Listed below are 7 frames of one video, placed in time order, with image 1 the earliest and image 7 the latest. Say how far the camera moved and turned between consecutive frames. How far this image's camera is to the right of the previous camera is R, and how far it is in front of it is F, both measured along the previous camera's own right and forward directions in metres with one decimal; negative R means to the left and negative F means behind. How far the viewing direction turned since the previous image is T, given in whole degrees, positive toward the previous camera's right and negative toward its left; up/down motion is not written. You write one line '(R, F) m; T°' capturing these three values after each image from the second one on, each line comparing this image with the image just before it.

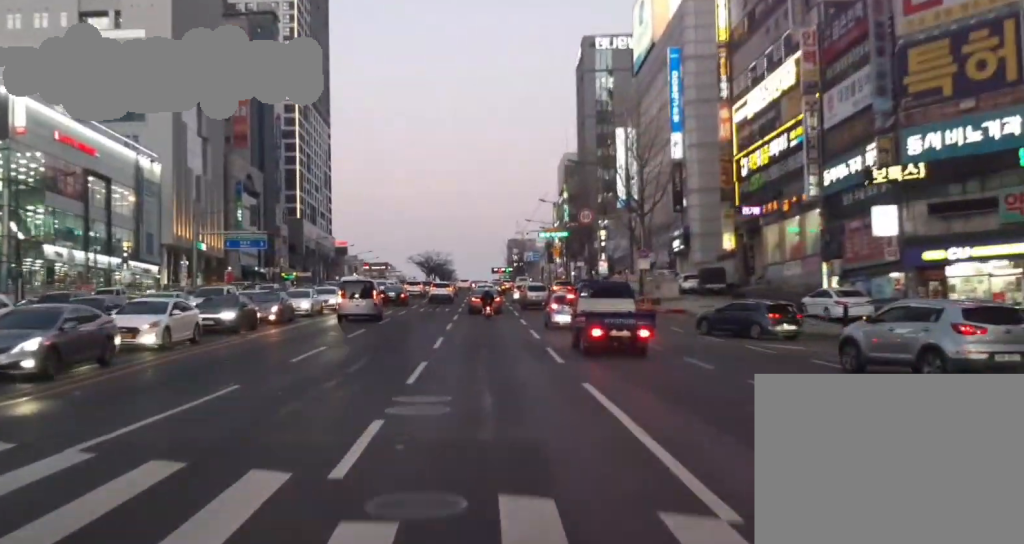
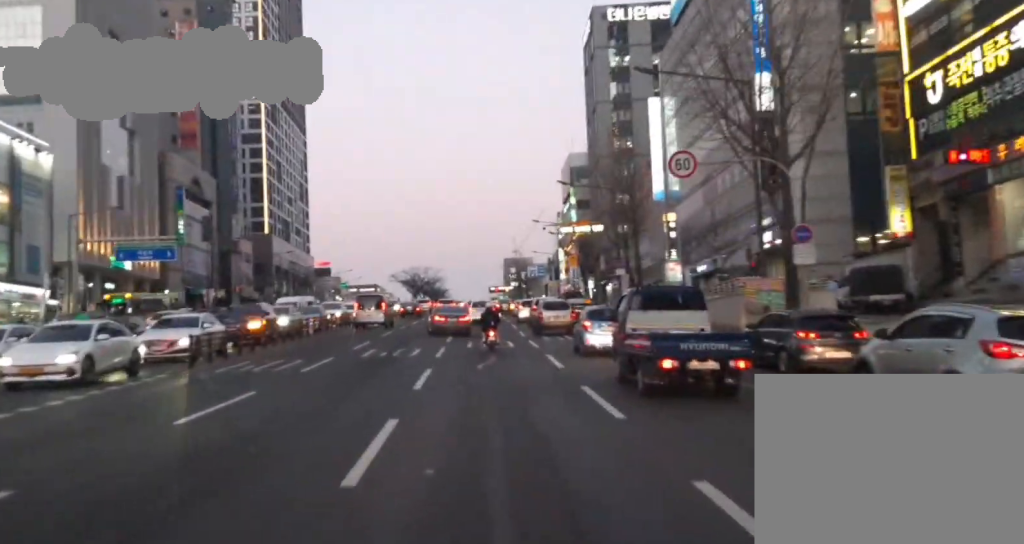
(-1.7, +27.3) m; -4°
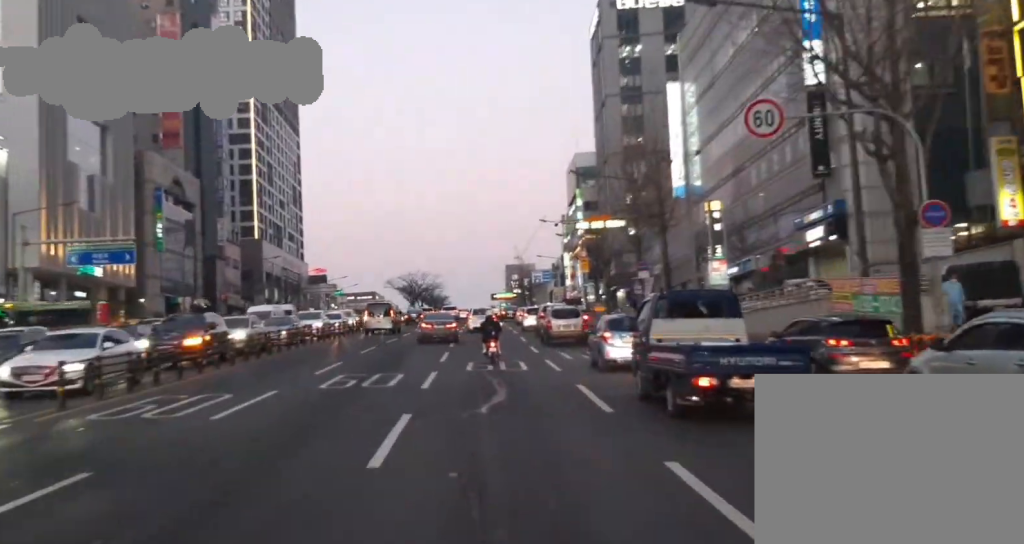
(0.0, +8.2) m; 0°
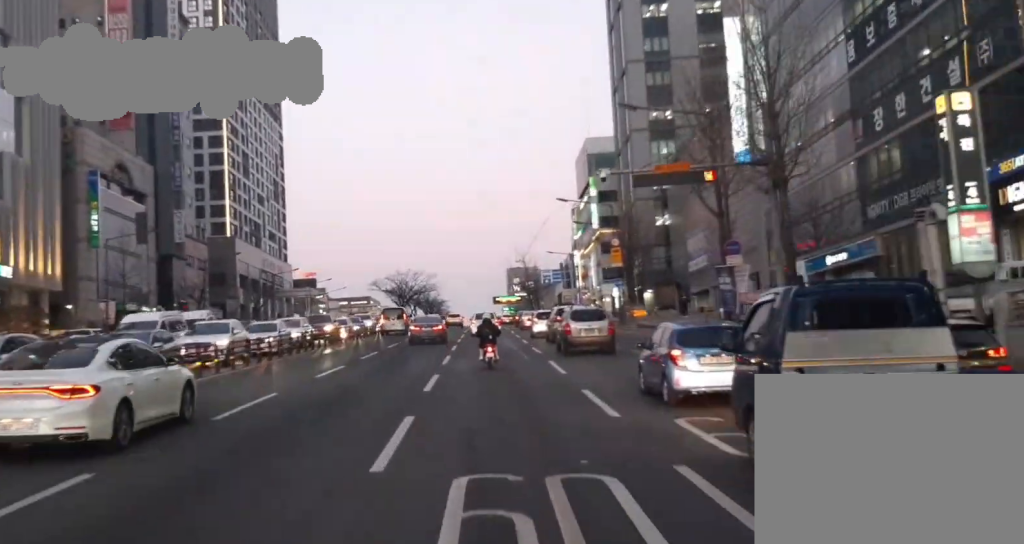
(0.0, +20.1) m; 0°
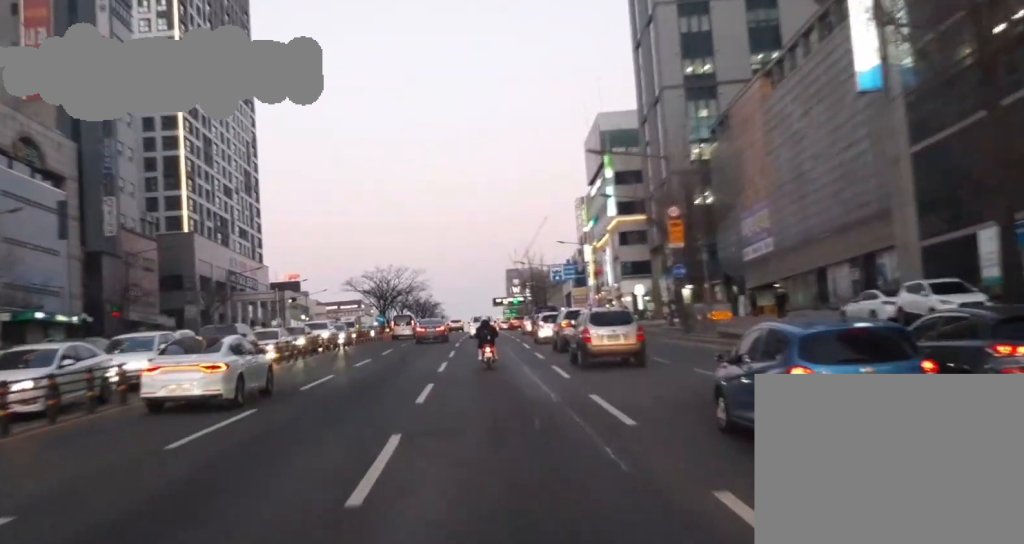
(0.0, +21.1) m; 0°
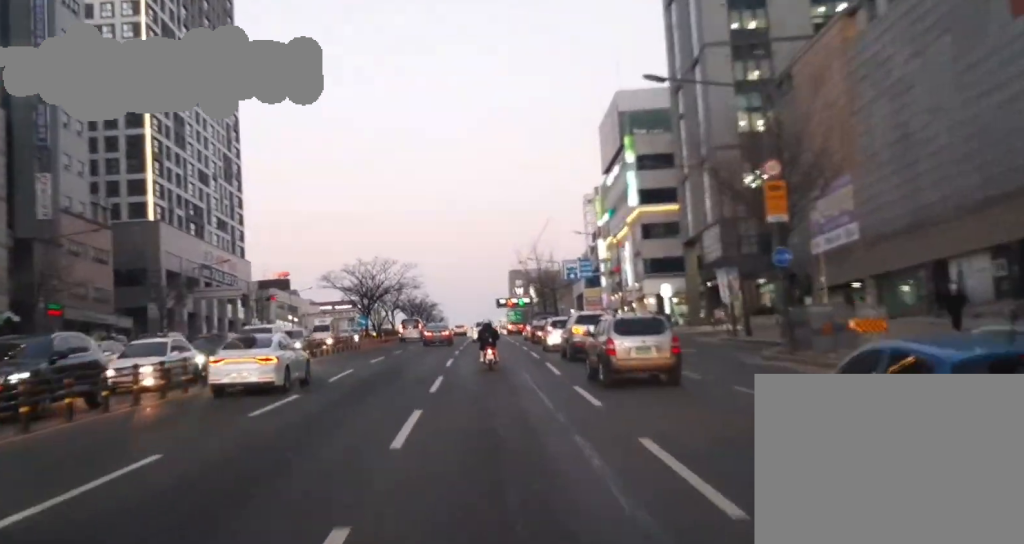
(0.0, +14.8) m; 0°
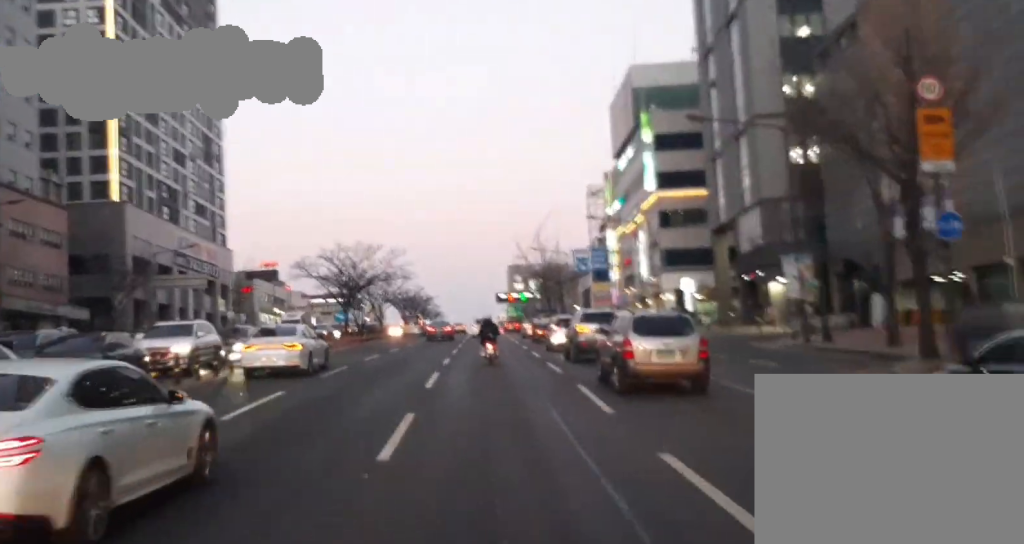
(0.0, +10.7) m; 0°
